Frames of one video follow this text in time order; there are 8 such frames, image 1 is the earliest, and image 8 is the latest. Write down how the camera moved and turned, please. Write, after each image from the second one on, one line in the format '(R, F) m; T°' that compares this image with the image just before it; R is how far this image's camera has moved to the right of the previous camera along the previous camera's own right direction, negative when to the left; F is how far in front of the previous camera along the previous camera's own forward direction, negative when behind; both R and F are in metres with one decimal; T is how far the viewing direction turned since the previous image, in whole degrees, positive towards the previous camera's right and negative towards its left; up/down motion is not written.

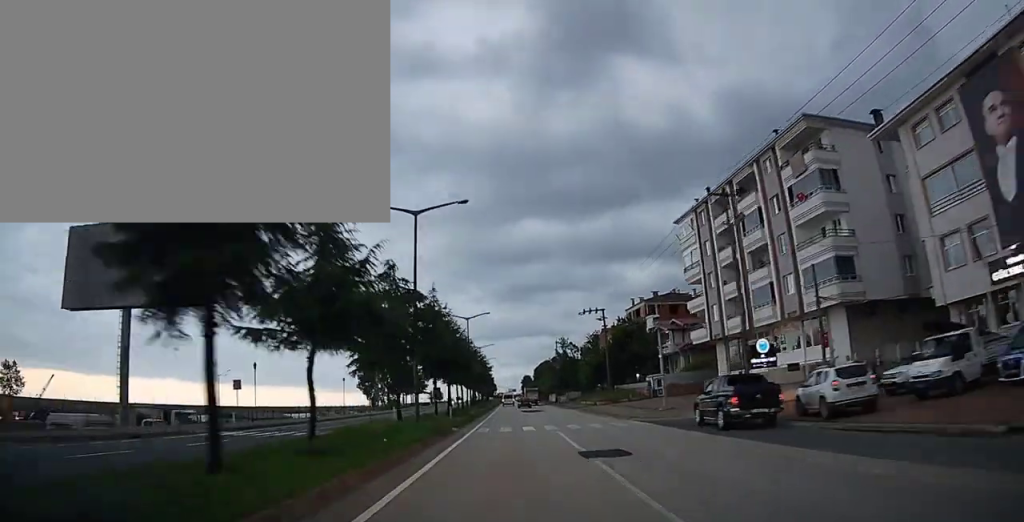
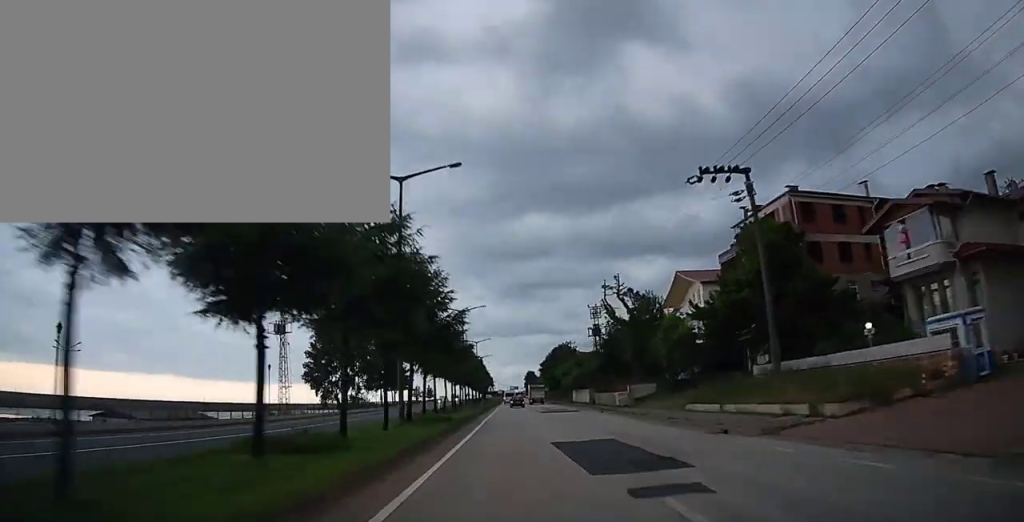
(-0.3, +44.1) m; 0°
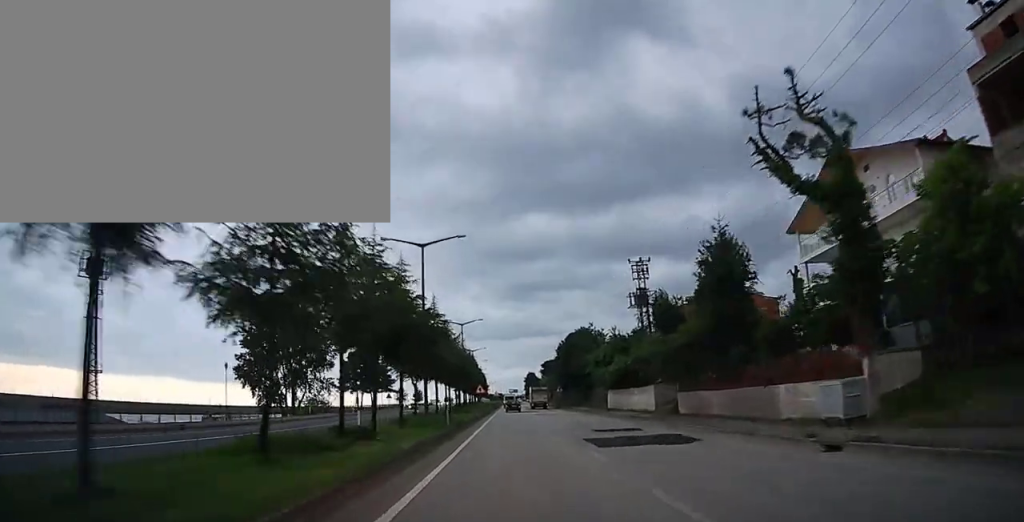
(+0.1, +30.2) m; 0°
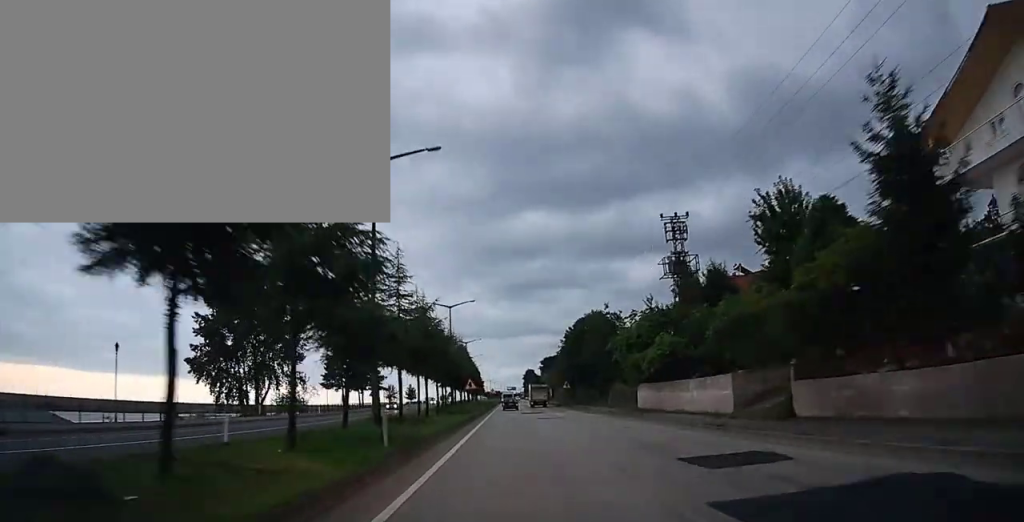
(0.0, +12.8) m; 0°
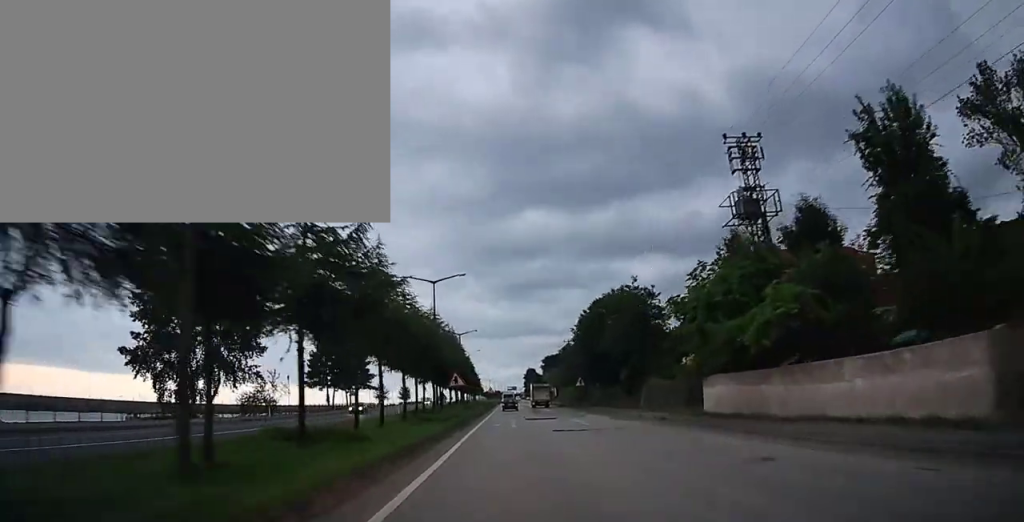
(0.0, +14.0) m; 0°
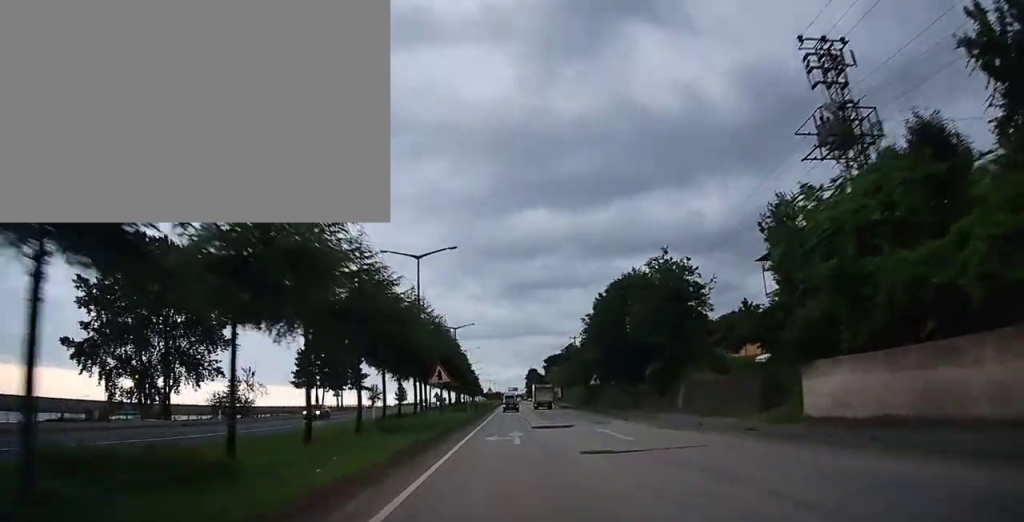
(0.0, +9.1) m; 0°
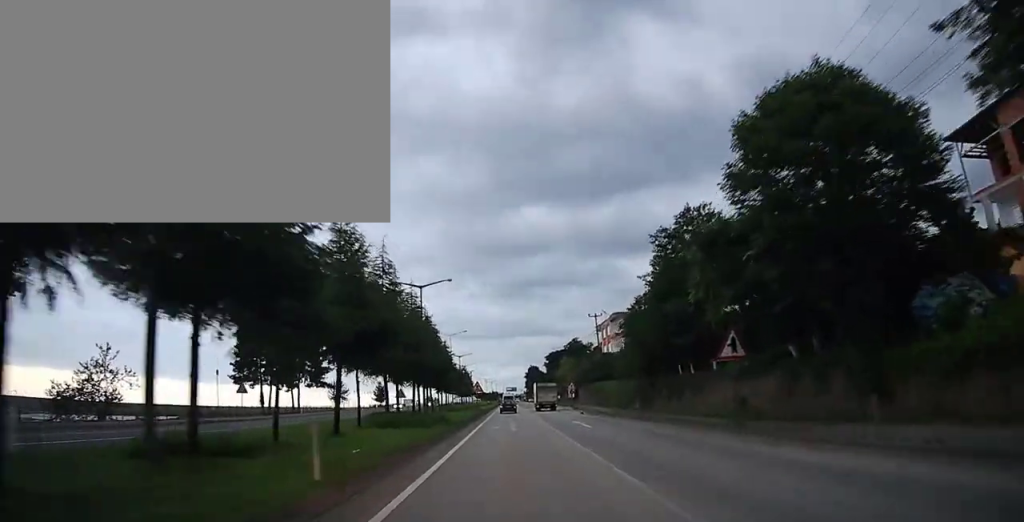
(0.0, +29.6) m; 0°
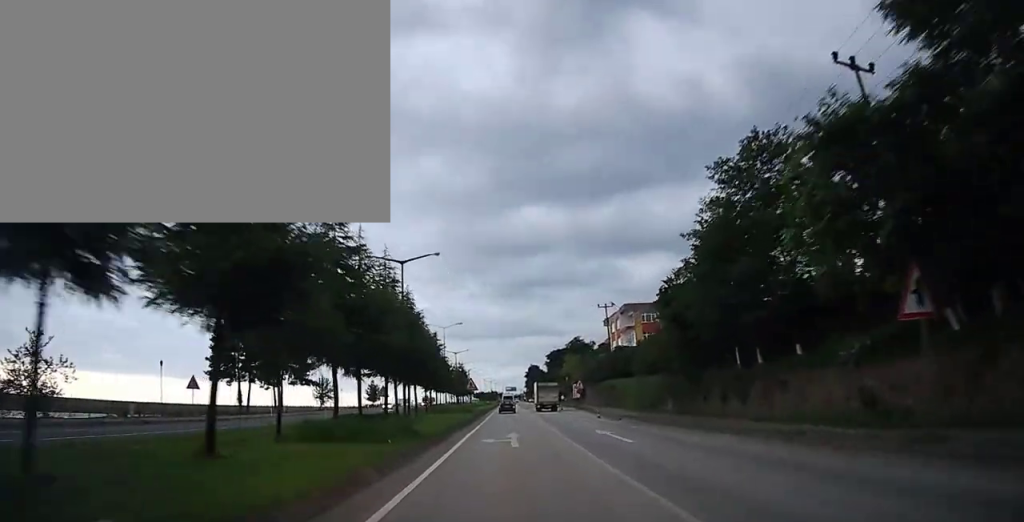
(+0.1, +8.9) m; 0°
